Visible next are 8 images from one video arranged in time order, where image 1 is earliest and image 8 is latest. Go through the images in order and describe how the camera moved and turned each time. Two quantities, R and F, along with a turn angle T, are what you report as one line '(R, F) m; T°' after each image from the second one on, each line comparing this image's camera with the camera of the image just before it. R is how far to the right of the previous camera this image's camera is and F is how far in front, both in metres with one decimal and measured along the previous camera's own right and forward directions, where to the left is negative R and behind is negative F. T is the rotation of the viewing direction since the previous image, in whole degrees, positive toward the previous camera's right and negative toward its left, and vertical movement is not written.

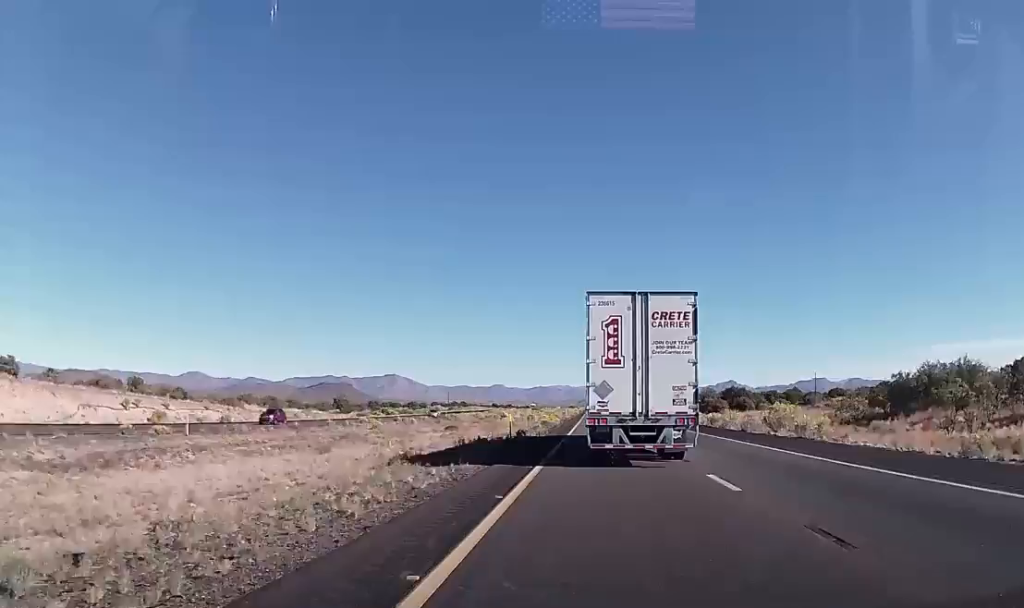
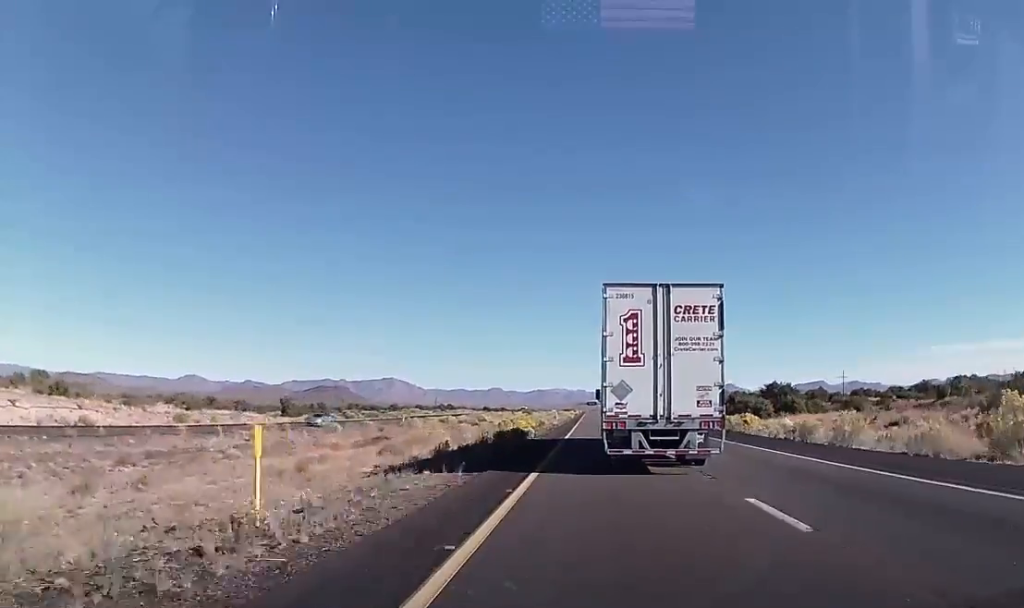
(0.0, +29.1) m; 0°
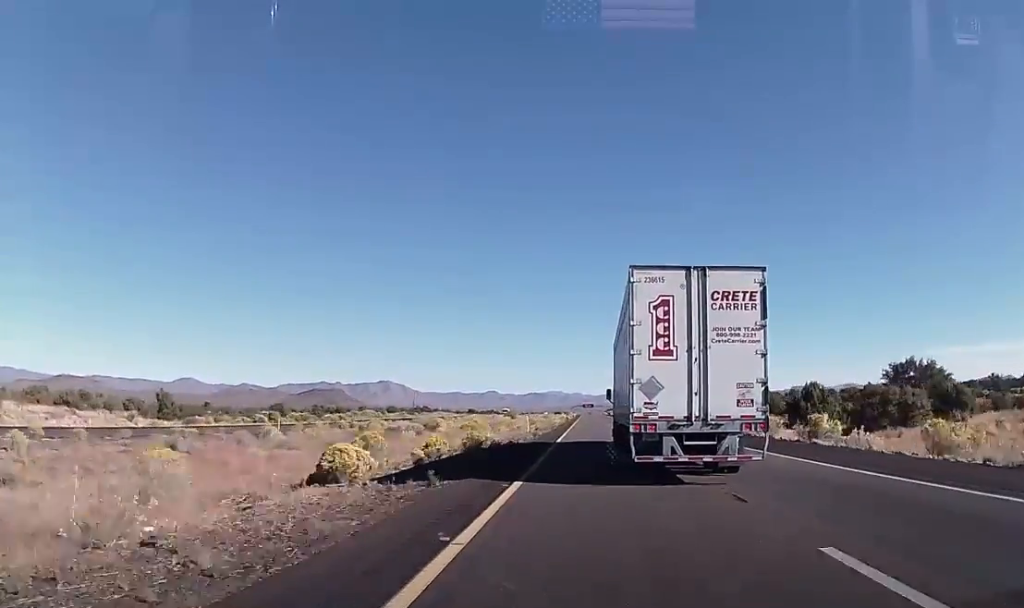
(+0.1, +41.5) m; +1°
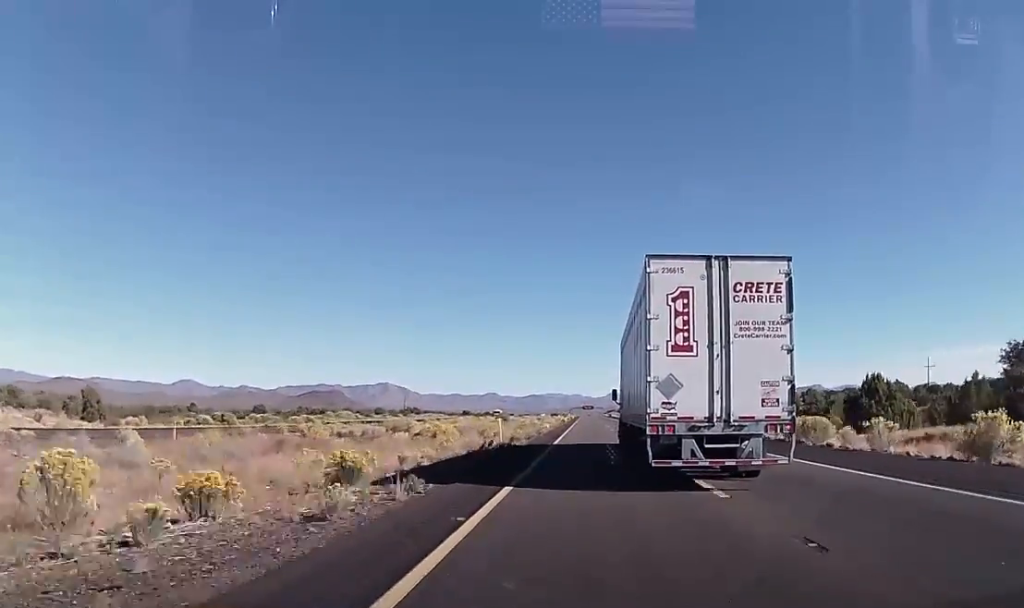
(+0.3, +16.7) m; 0°
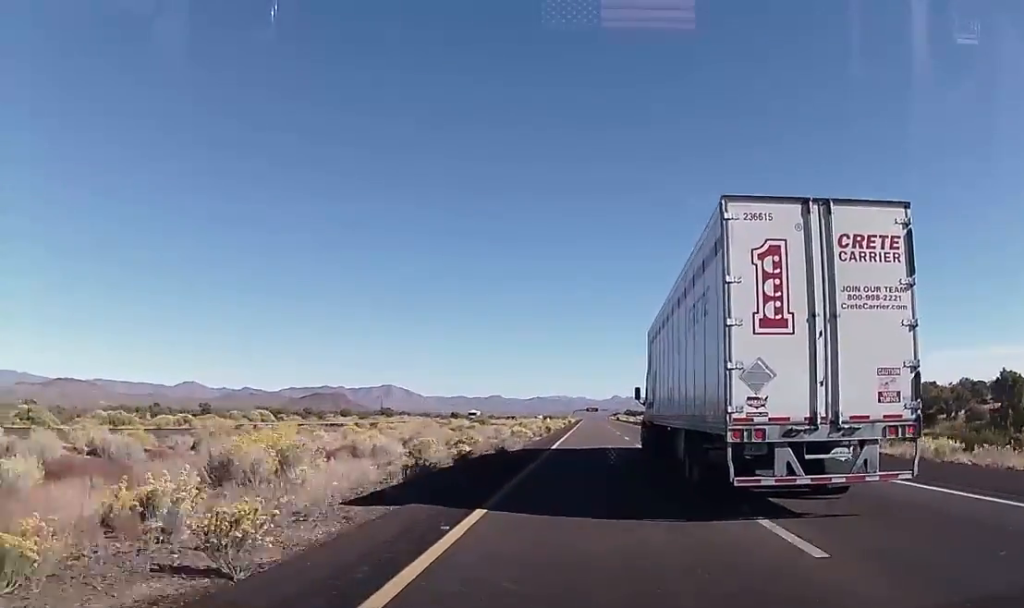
(-0.5, +42.1) m; 0°
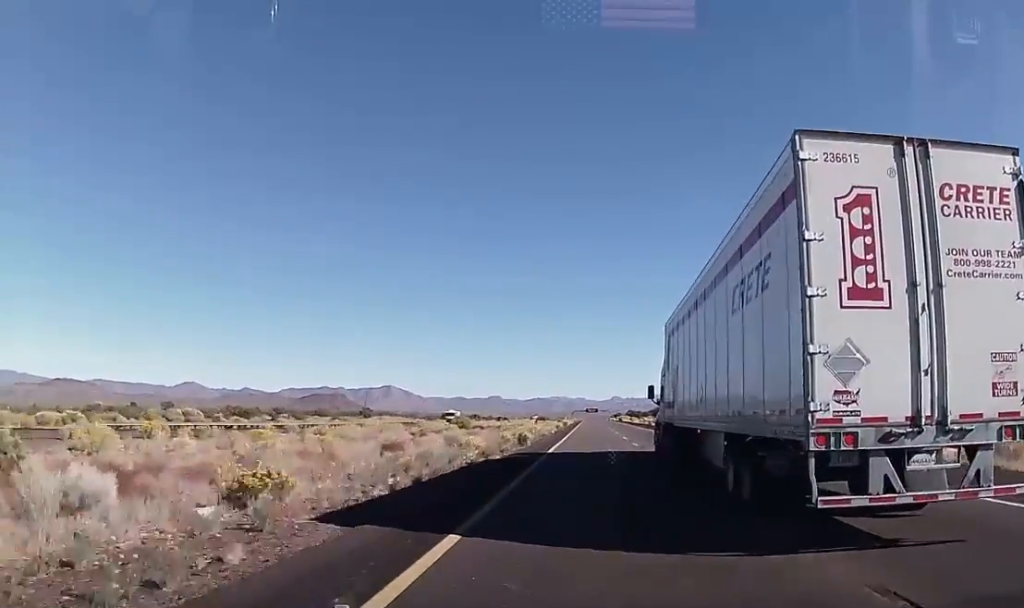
(+0.4, +21.5) m; 0°
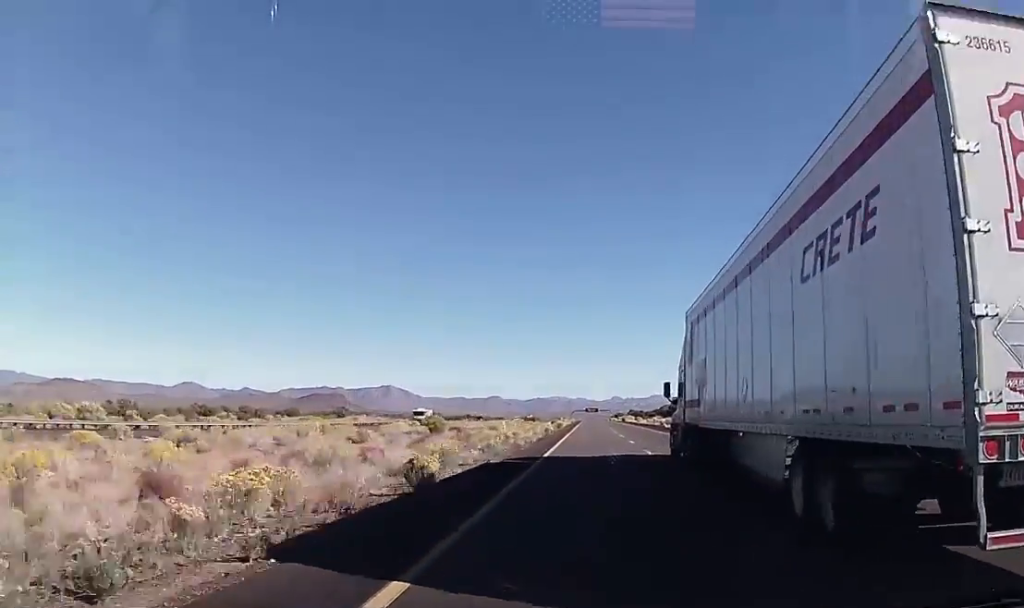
(-0.1, +20.9) m; 0°
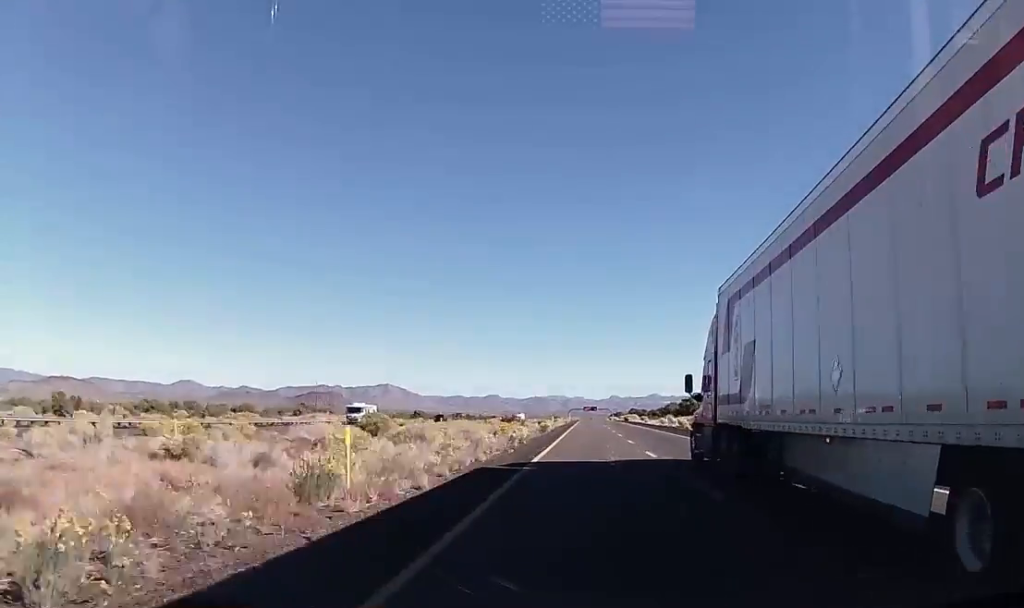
(-0.3, +25.8) m; 0°
